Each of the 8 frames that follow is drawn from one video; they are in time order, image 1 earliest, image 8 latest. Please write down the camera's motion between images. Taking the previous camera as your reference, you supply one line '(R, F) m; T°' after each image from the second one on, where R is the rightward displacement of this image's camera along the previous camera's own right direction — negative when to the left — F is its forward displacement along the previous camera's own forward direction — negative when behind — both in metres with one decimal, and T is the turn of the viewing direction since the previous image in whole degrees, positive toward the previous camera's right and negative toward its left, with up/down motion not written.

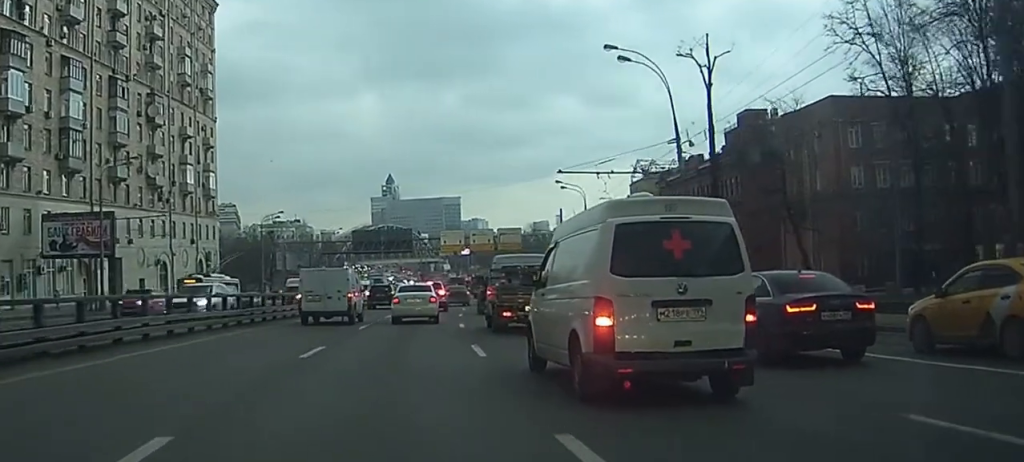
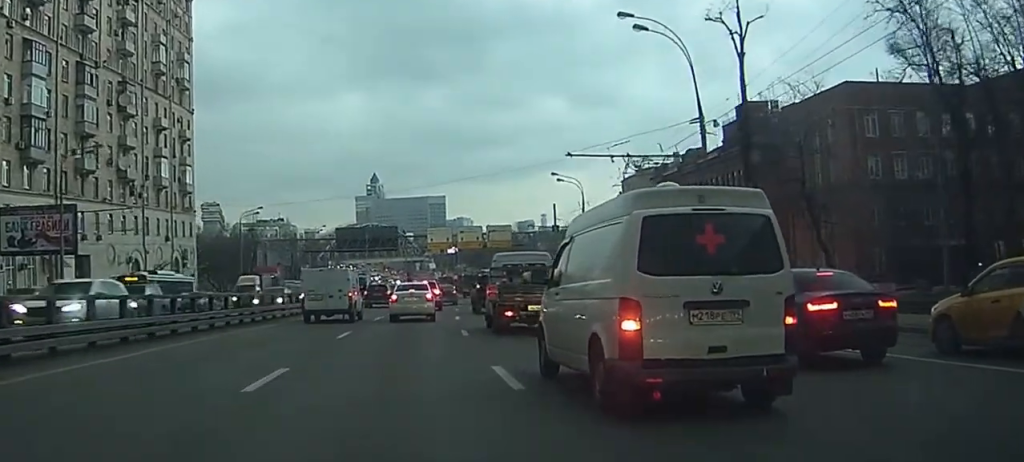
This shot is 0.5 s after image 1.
(0.0, +5.4) m; +1°
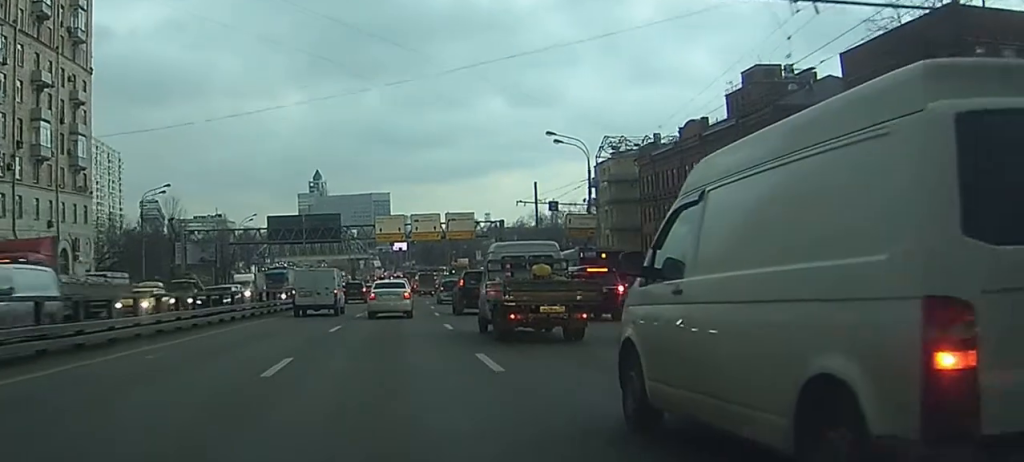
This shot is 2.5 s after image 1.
(+0.4, +22.9) m; +2°
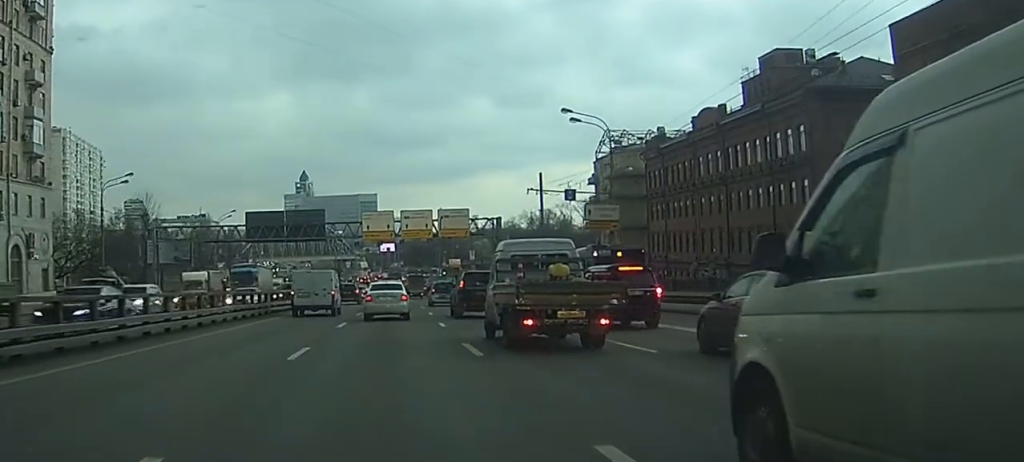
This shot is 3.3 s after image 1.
(+0.1, +9.5) m; +1°
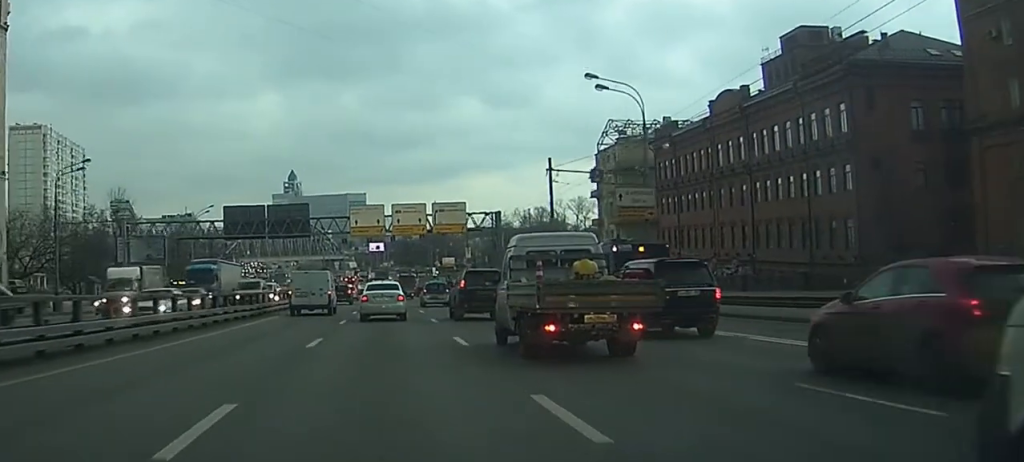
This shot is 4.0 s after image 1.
(0.0, +9.3) m; 0°
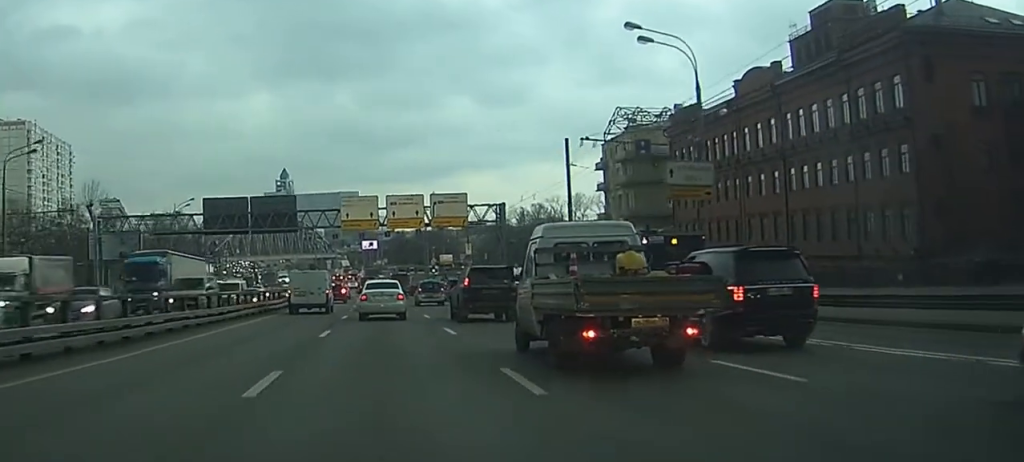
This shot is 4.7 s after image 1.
(0.0, +9.0) m; 0°
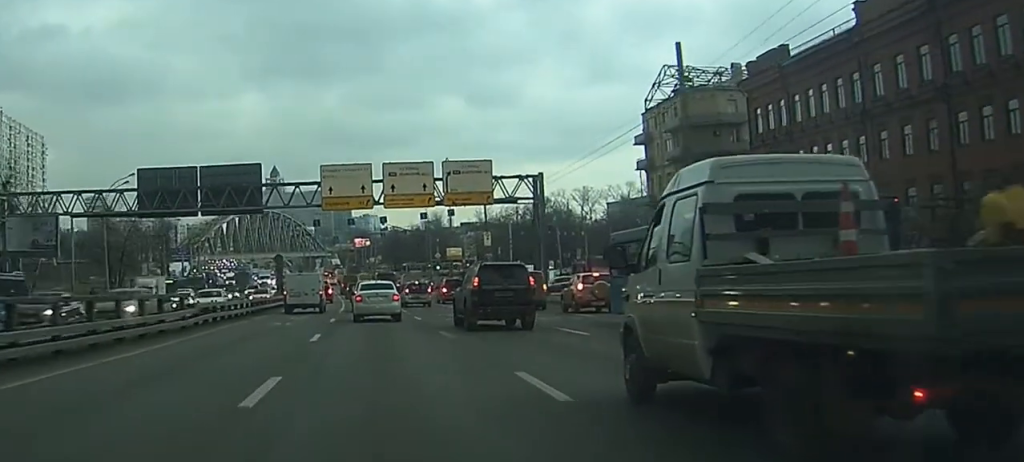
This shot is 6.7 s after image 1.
(+0.3, +25.3) m; +1°
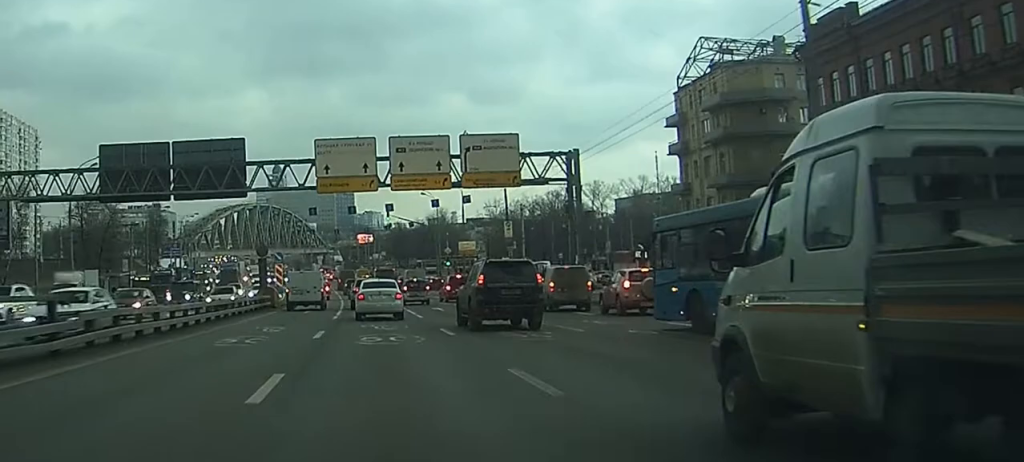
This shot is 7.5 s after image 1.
(0.0, +11.6) m; 0°
